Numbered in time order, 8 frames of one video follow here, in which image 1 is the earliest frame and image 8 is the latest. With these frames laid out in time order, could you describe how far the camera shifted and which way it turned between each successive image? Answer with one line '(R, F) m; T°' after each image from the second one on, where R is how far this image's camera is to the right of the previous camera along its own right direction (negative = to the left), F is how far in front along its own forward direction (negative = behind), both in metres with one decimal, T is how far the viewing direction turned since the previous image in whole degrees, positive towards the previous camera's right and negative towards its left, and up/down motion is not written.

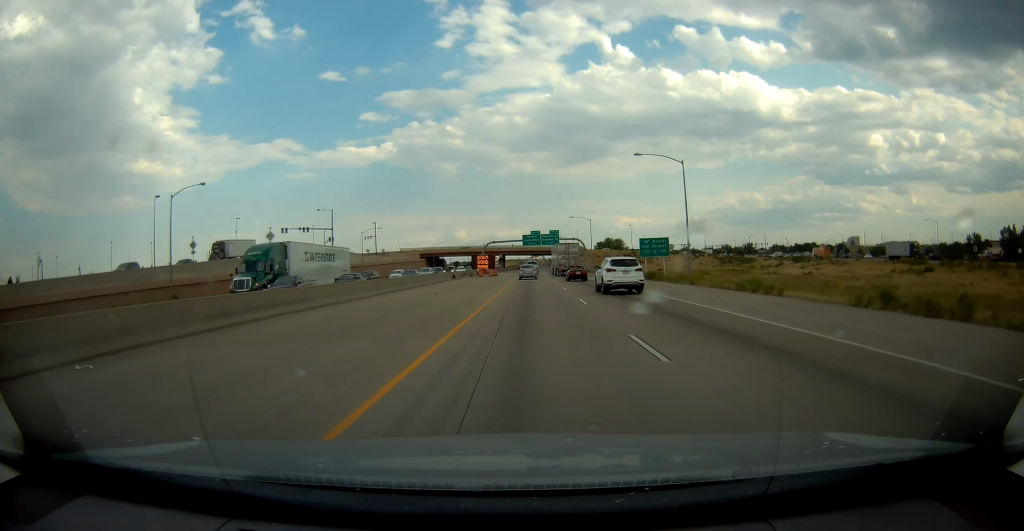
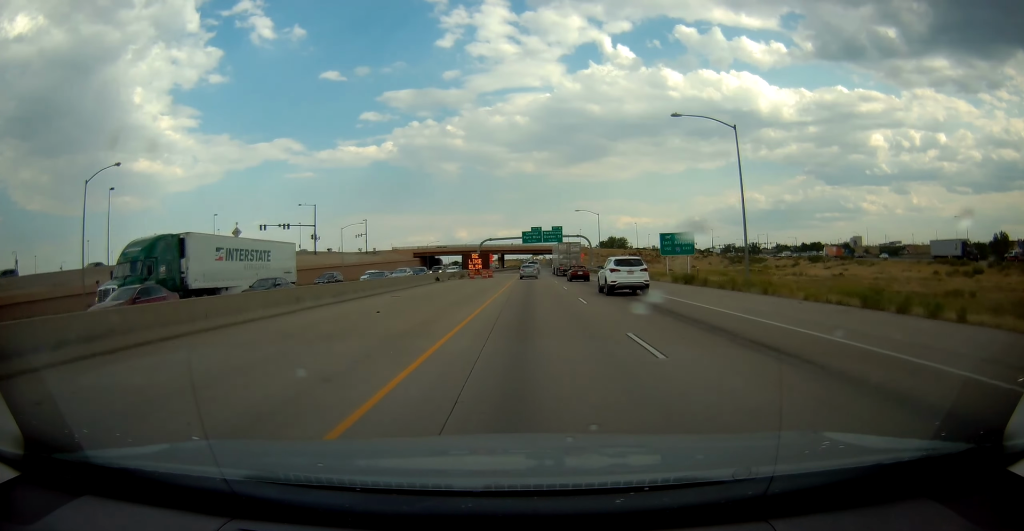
(+0.3, +11.8) m; 0°
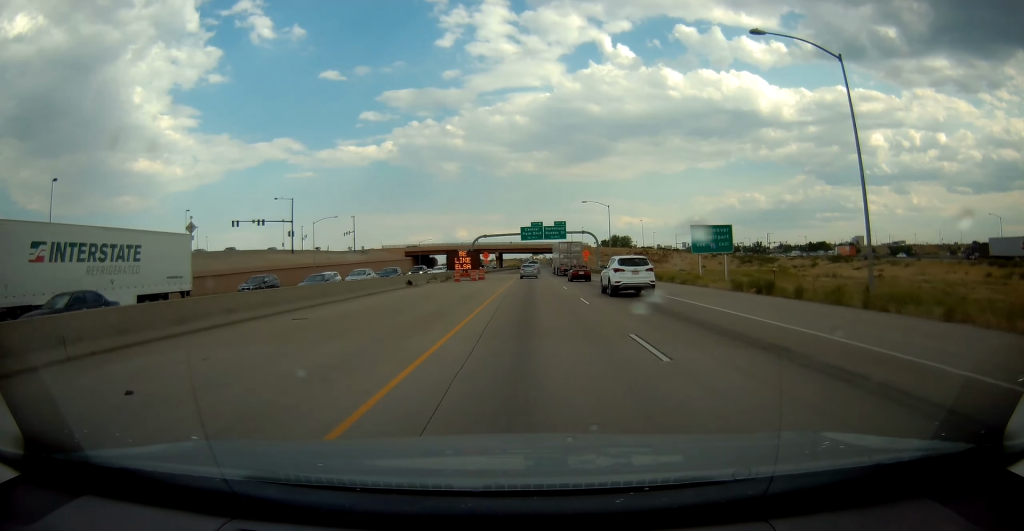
(-0.1, +12.6) m; -1°
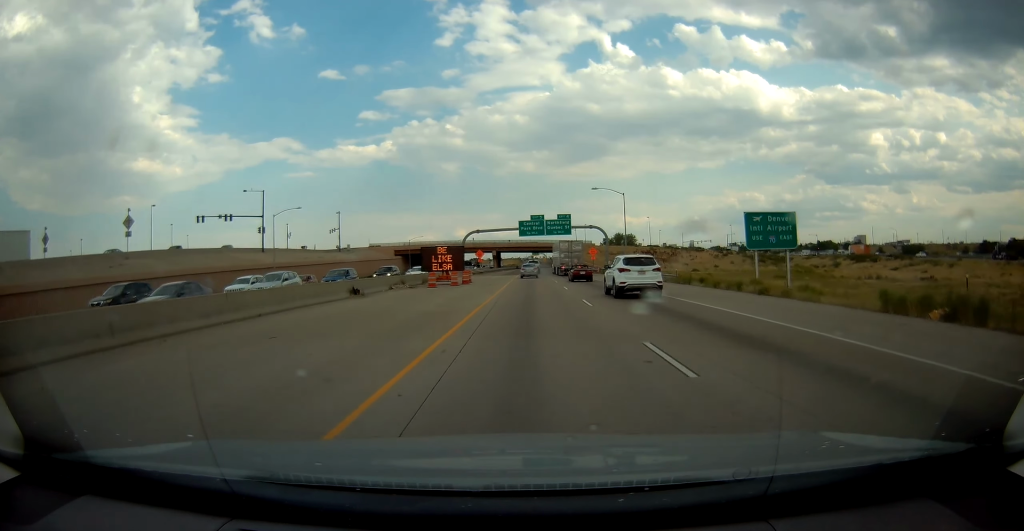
(-0.2, +13.4) m; -1°
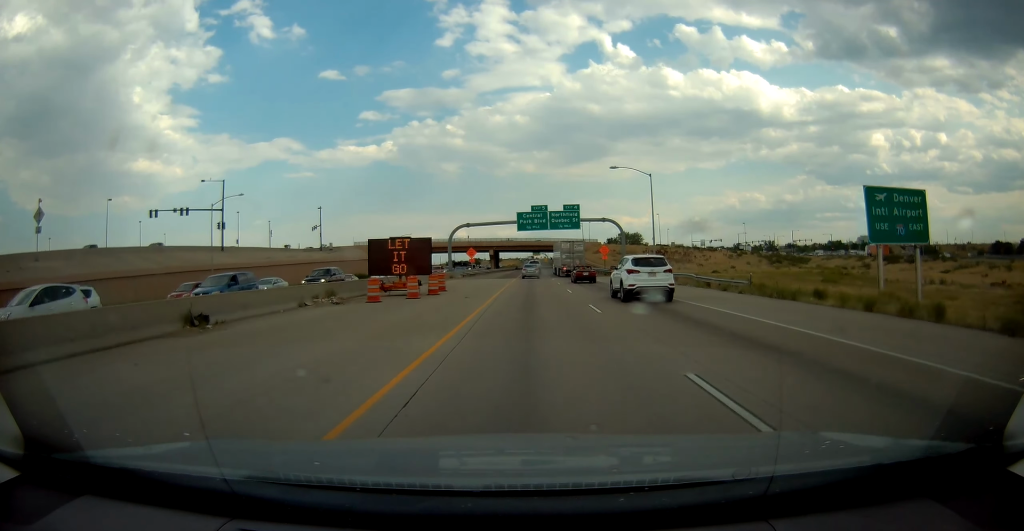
(-0.1, +15.0) m; +1°
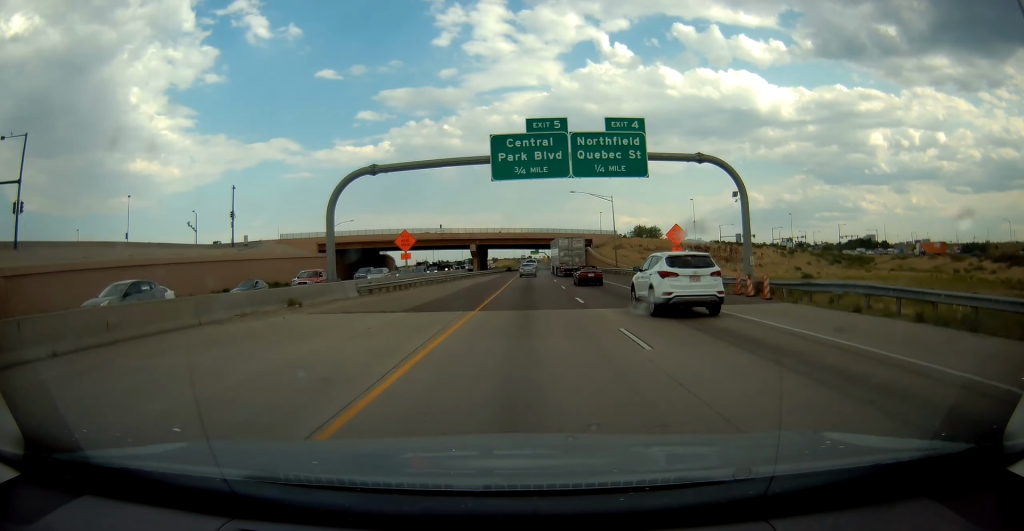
(+0.7, +44.1) m; 0°
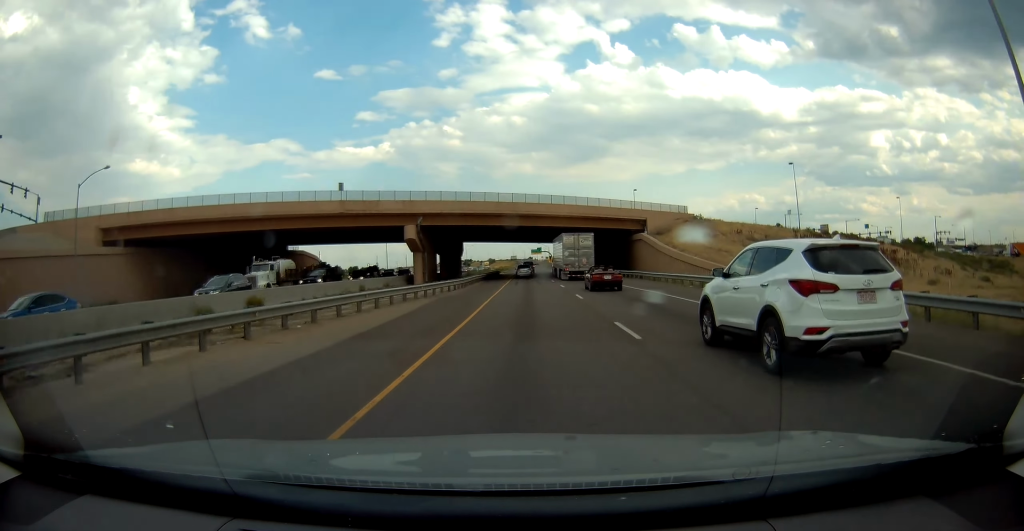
(+0.3, +59.7) m; +1°
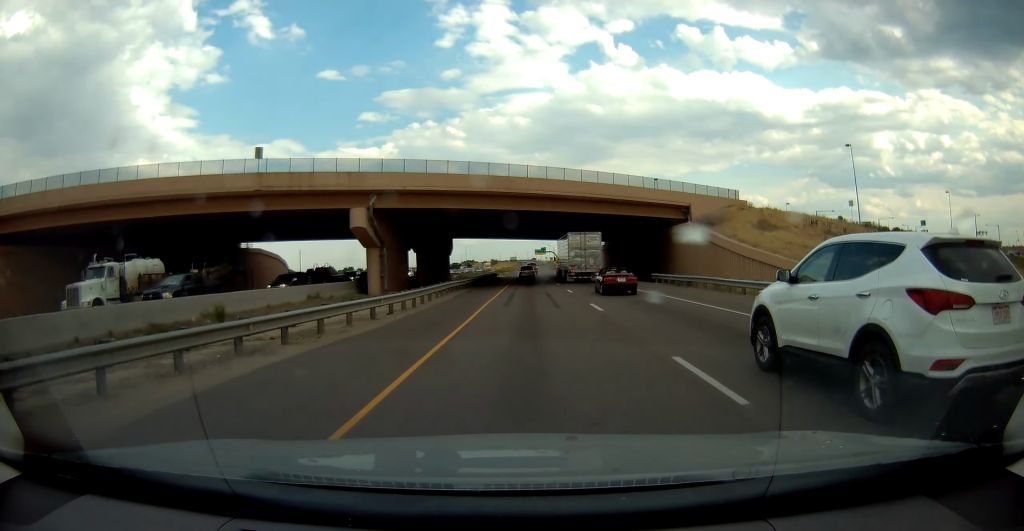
(-0.3, +17.7) m; -1°
